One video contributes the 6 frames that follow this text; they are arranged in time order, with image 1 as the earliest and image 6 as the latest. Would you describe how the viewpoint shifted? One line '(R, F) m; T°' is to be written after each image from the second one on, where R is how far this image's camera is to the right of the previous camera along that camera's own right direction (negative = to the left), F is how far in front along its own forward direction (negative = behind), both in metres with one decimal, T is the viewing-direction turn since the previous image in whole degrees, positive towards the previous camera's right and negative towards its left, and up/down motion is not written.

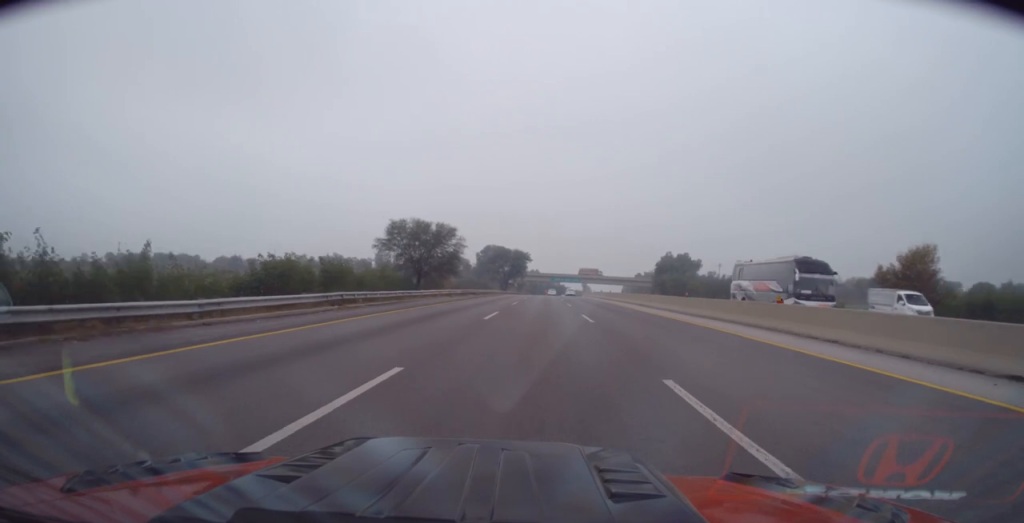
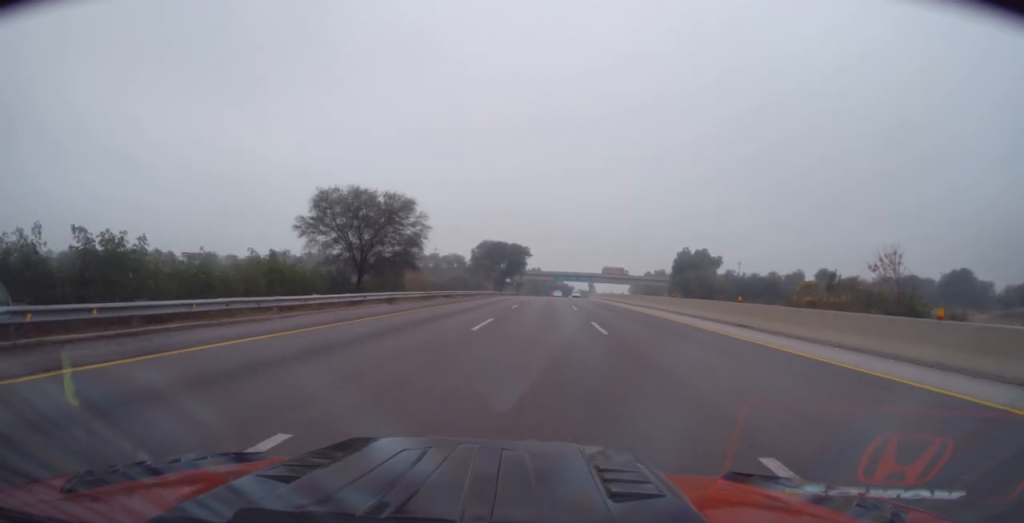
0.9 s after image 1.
(-0.3, +21.7) m; -1°
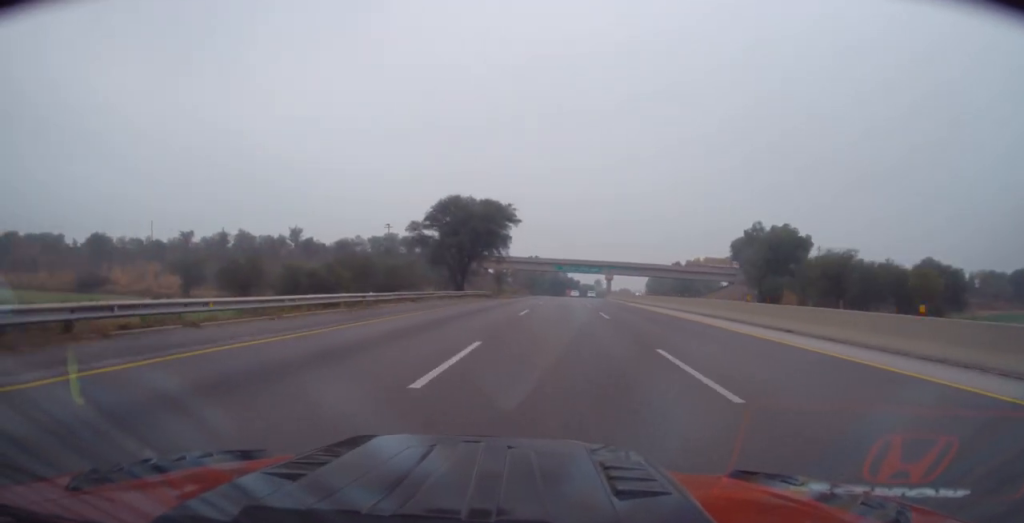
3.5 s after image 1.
(-0.1, +64.8) m; +1°
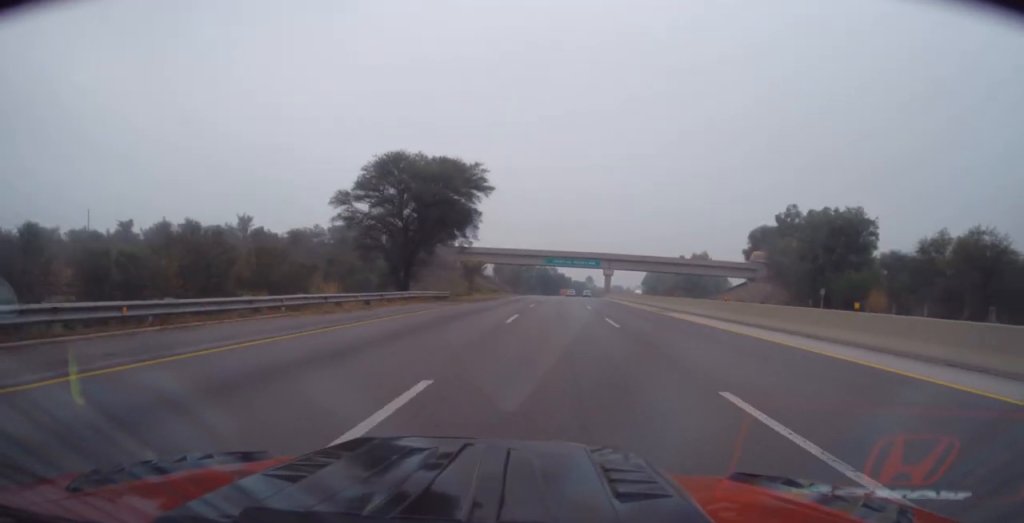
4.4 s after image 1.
(+0.3, +23.2) m; +1°
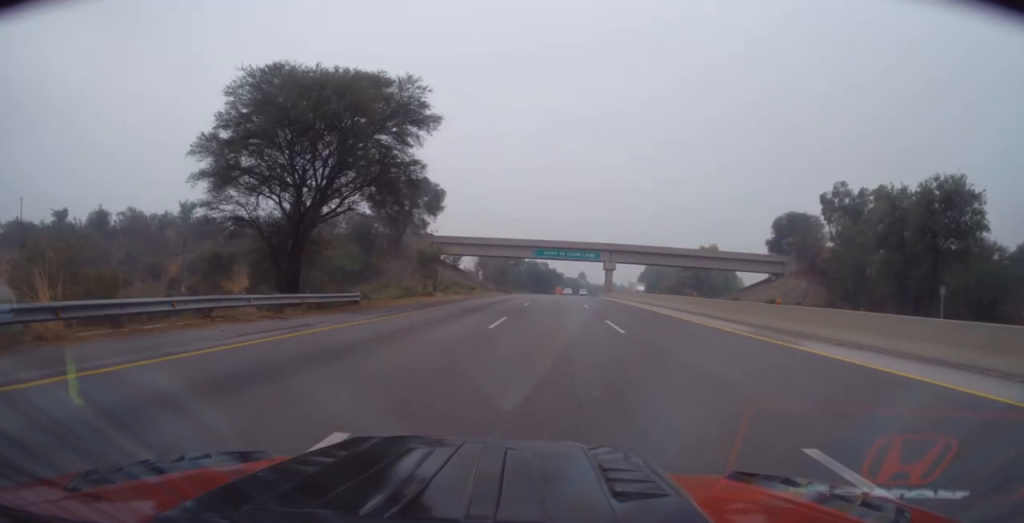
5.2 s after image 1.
(+0.2, +20.7) m; +1°
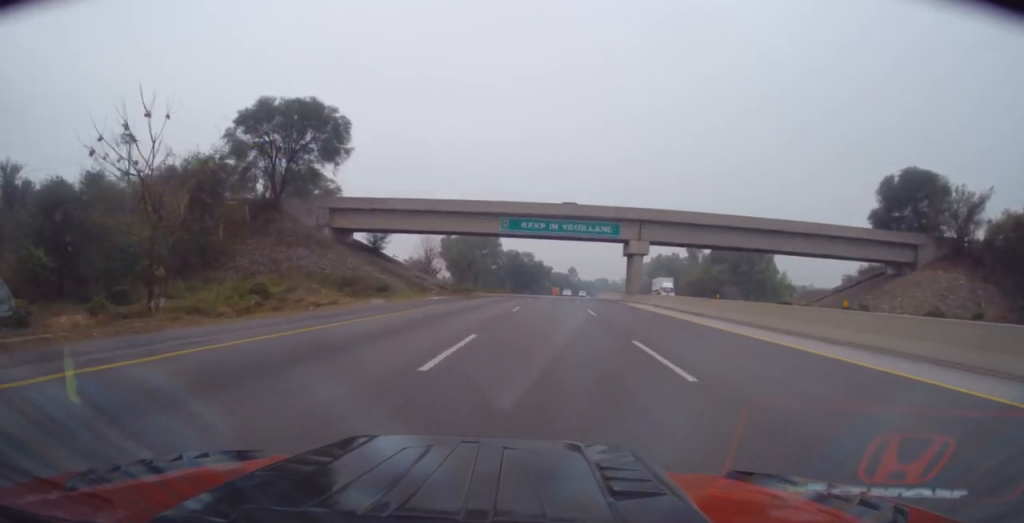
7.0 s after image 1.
(+0.6, +44.7) m; +1°
